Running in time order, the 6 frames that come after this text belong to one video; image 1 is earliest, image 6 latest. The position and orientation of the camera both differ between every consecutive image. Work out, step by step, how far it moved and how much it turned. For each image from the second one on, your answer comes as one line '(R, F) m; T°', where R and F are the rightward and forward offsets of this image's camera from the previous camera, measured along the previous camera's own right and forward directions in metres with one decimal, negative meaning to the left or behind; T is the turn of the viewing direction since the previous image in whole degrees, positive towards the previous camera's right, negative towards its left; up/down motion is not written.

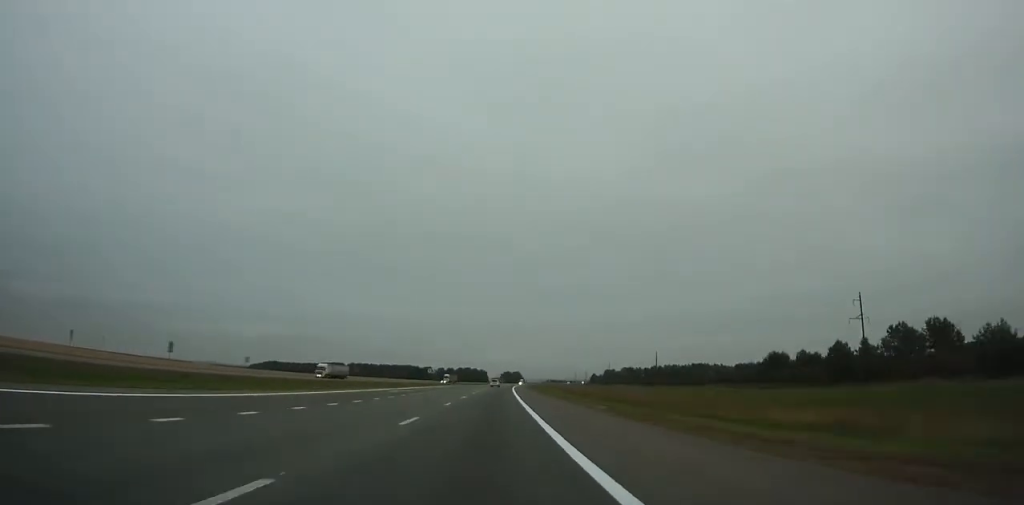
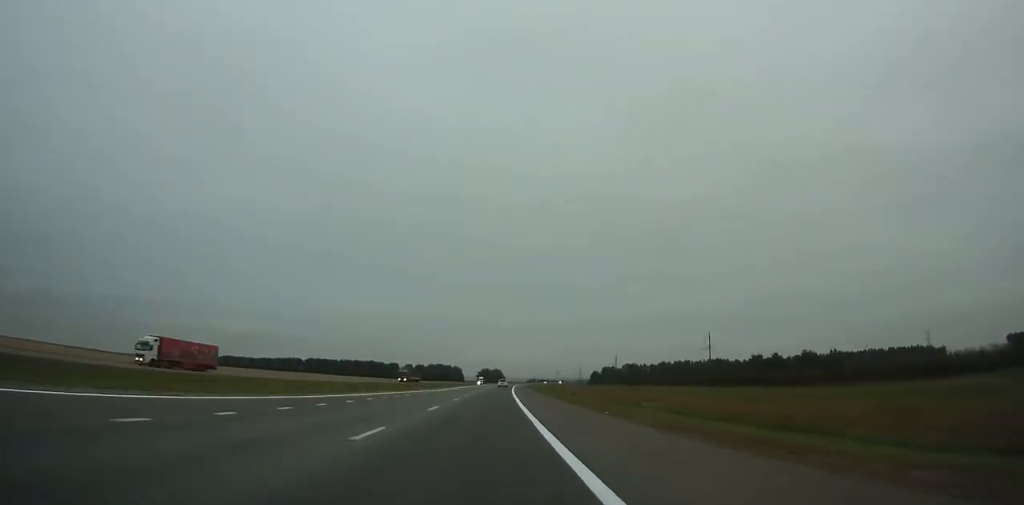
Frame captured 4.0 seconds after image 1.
(+2.3, +112.7) m; +2°
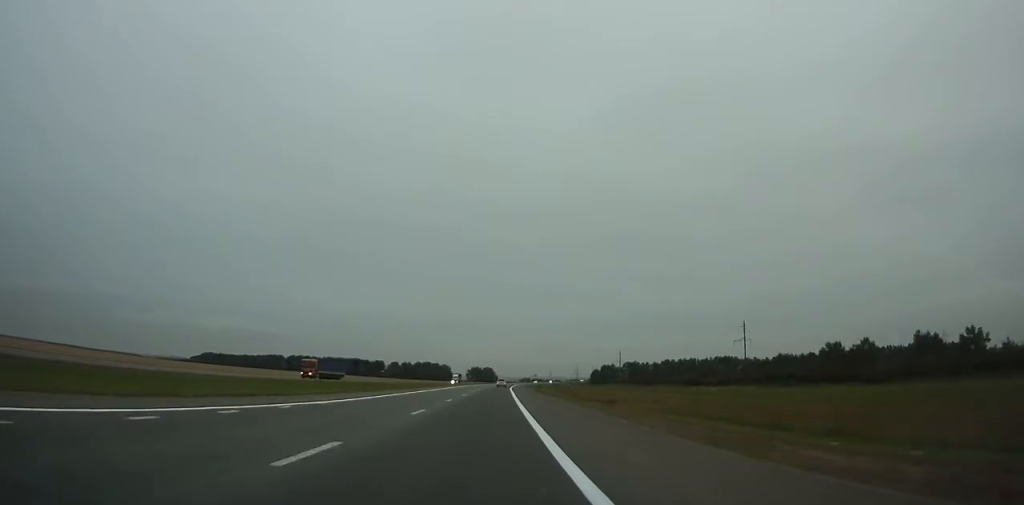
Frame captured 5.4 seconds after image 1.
(+0.4, +39.0) m; +1°
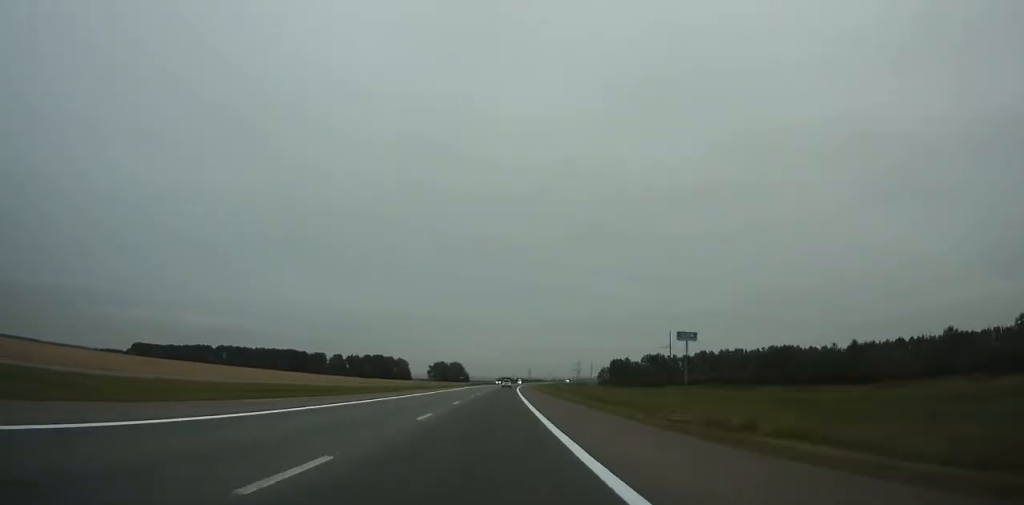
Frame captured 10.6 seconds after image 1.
(+3.2, +143.1) m; +3°
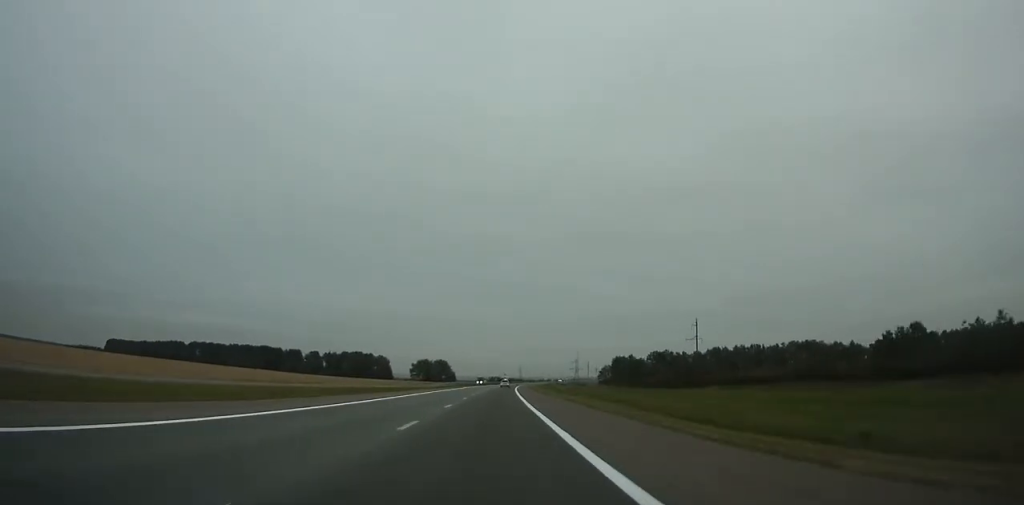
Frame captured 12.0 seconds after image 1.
(+0.2, +38.1) m; +1°
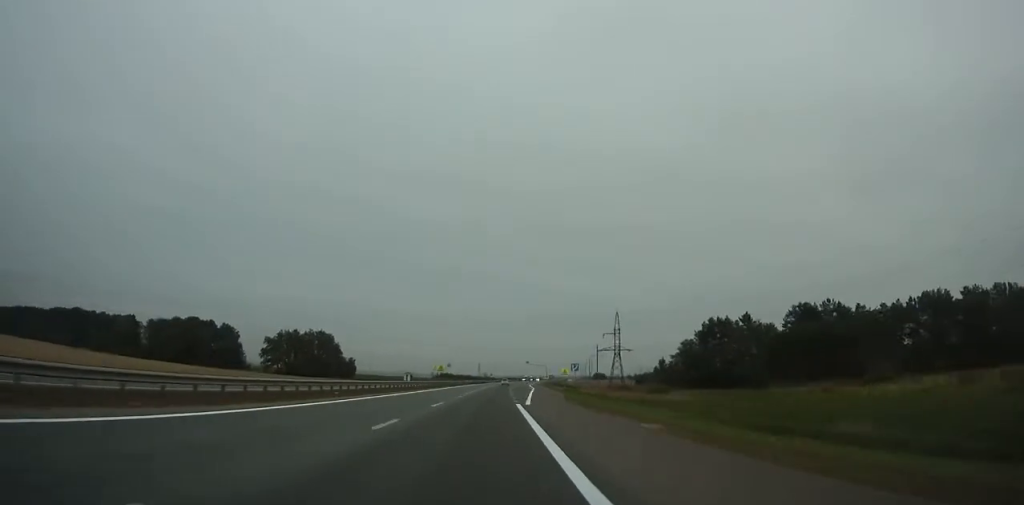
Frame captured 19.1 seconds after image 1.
(+6.6, +201.4) m; +4°
